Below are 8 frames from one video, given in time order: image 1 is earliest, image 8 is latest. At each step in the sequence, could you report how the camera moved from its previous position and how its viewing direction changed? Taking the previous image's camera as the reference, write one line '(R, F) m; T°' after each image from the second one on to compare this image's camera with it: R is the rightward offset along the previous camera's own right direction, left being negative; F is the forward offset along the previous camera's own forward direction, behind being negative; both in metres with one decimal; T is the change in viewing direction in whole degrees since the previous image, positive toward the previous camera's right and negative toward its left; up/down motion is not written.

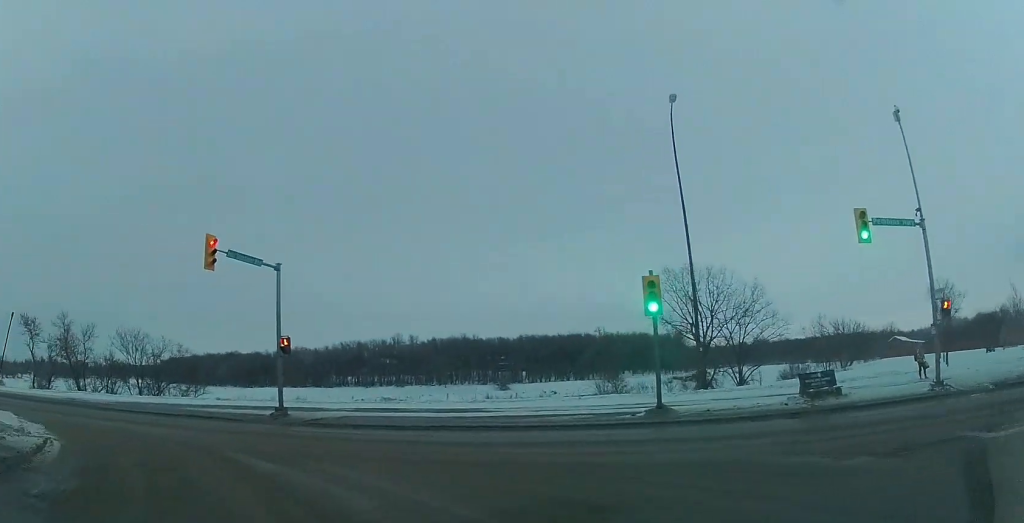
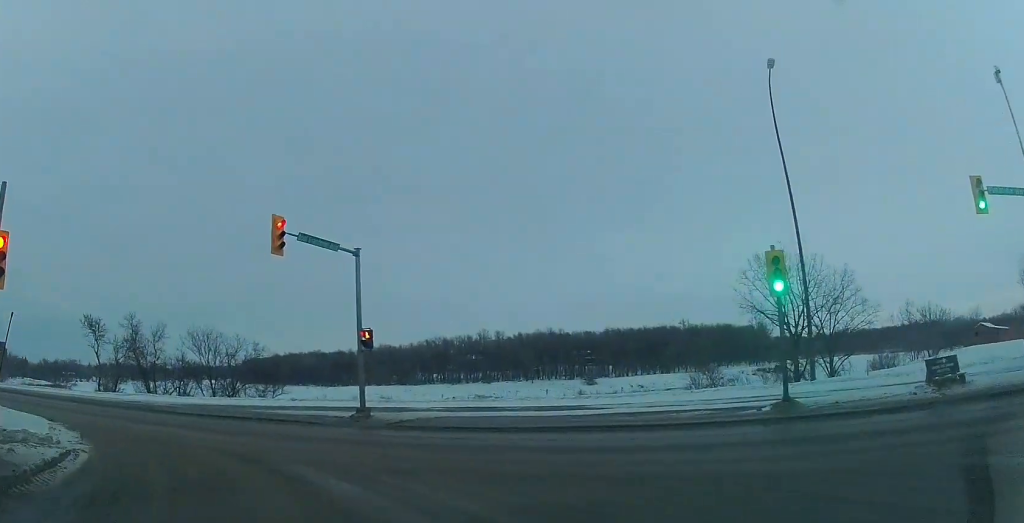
(+0.3, +2.5) m; -5°
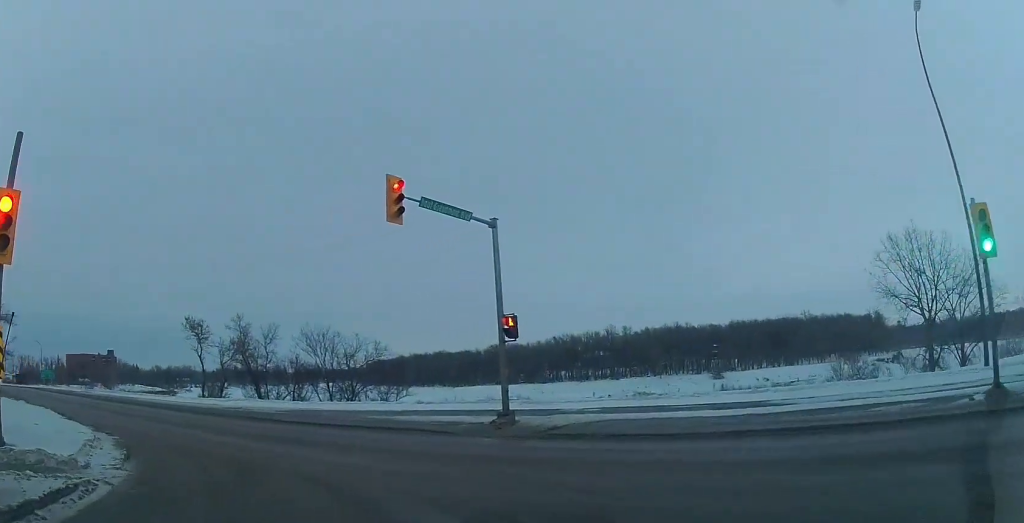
(-0.7, +4.0) m; -12°
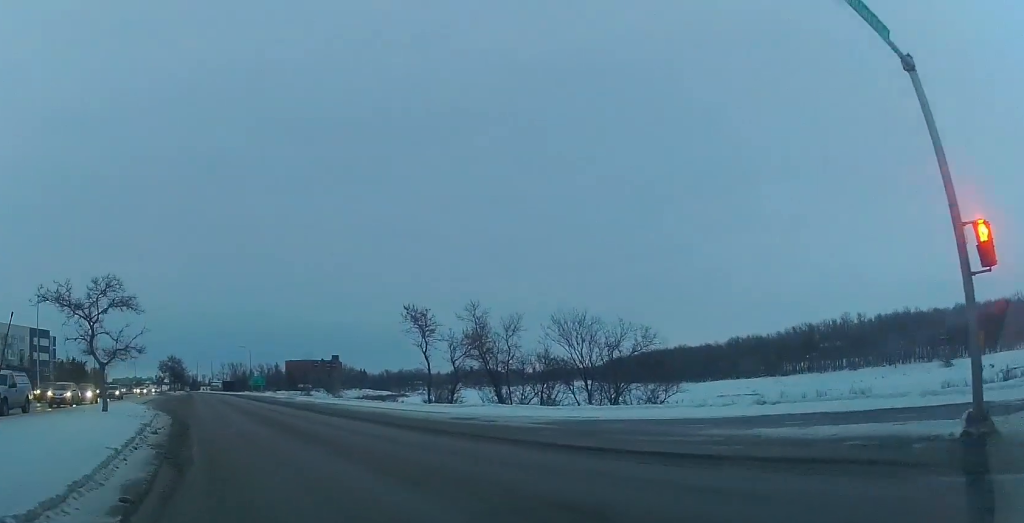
(-2.3, +10.0) m; -23°
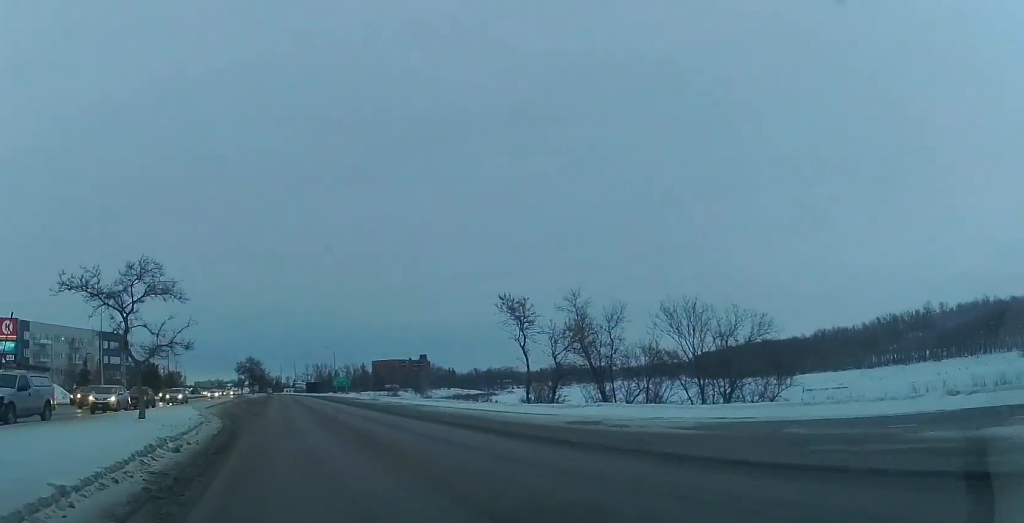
(-0.4, +4.6) m; -6°
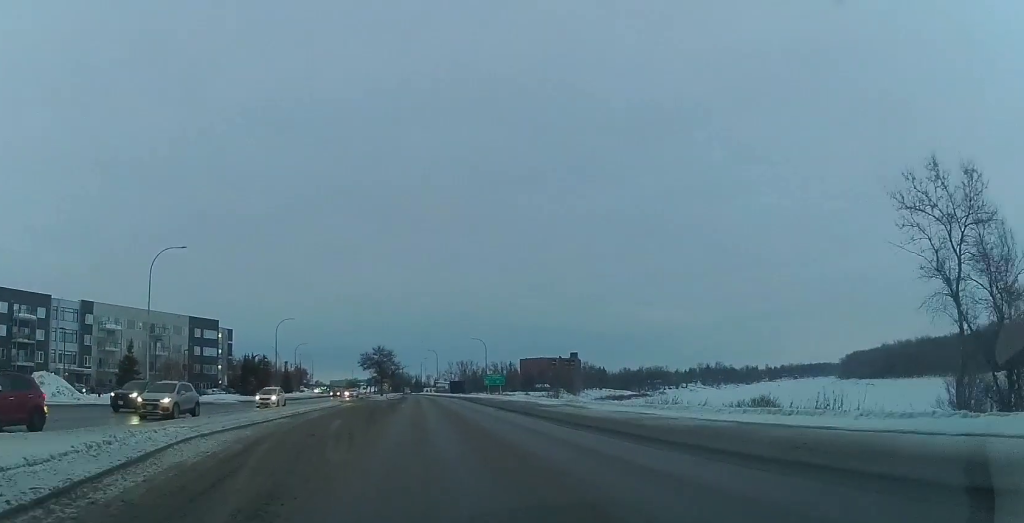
(-3.0, +27.1) m; -5°
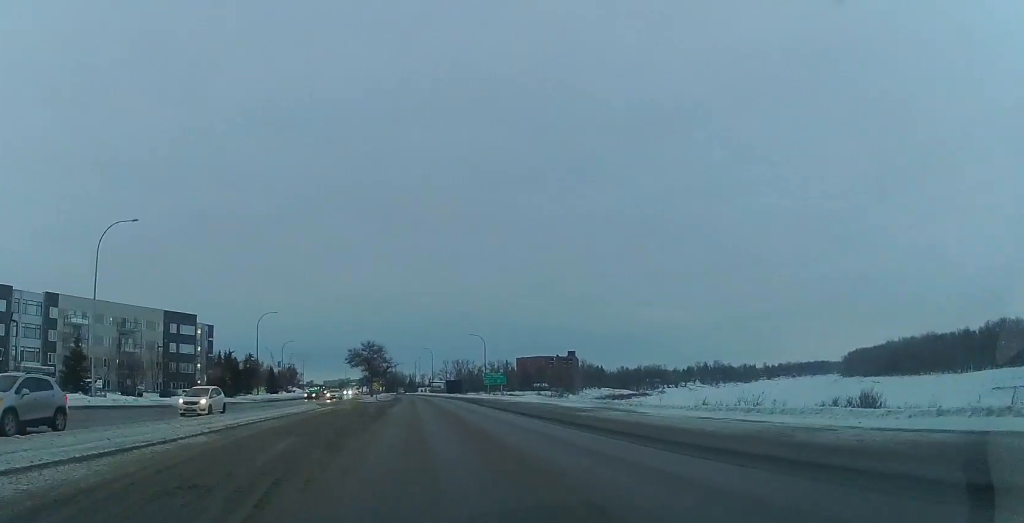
(0.0, +9.7) m; 0°
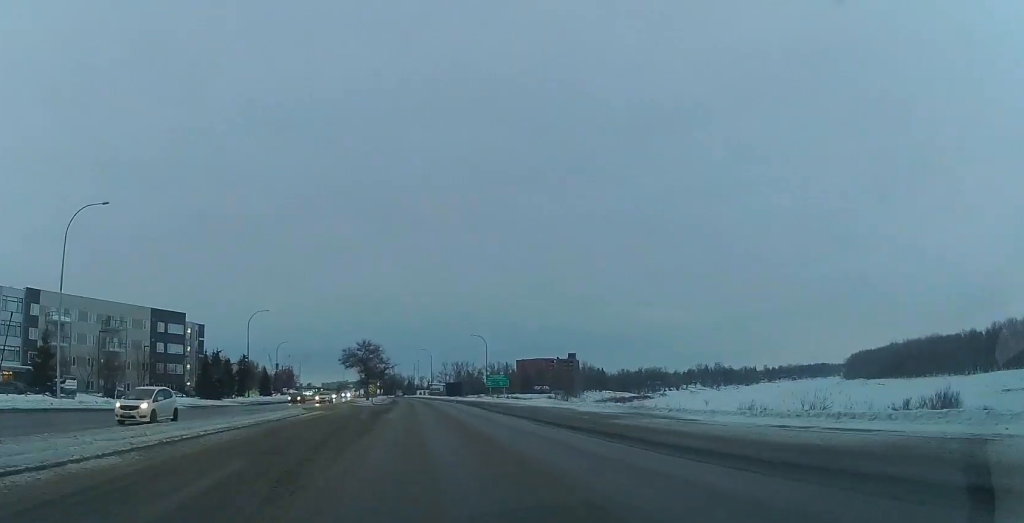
(0.0, +5.3) m; -1°
